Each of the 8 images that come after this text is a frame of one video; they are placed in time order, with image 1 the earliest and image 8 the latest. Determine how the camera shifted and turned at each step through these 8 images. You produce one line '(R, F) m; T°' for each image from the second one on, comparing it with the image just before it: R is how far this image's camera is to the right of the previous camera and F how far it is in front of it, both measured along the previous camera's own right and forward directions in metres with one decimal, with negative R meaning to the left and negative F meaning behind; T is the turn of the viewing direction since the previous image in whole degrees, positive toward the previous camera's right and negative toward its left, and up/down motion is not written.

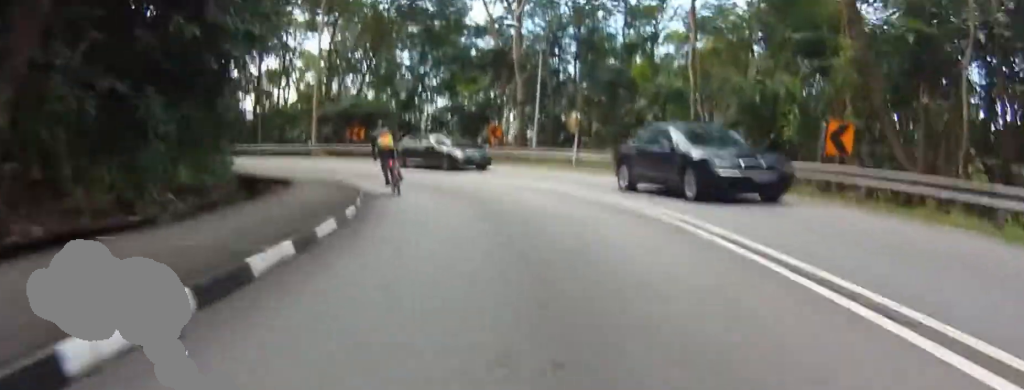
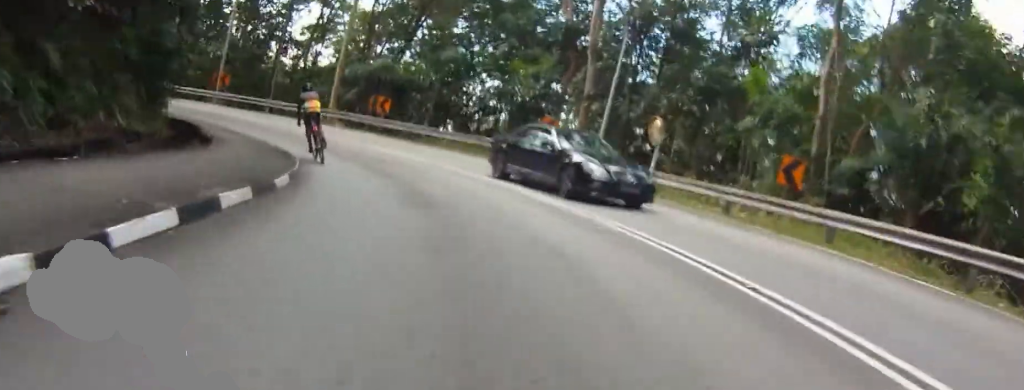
(-0.8, +8.6) m; +2°
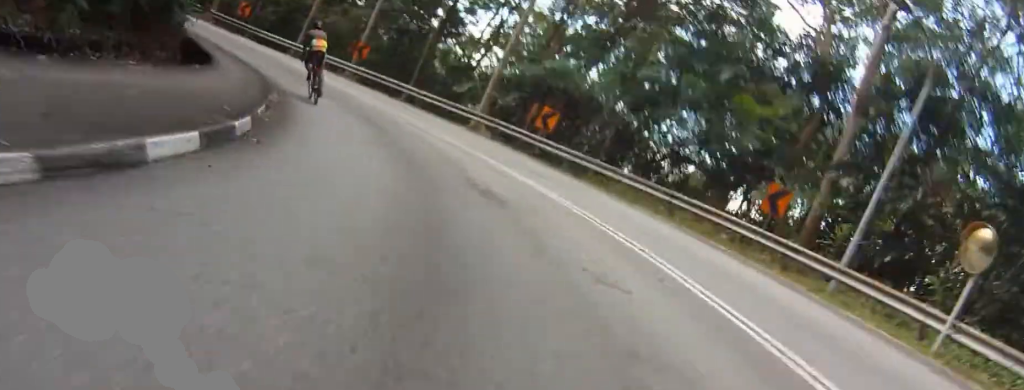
(+1.0, +11.0) m; -2°
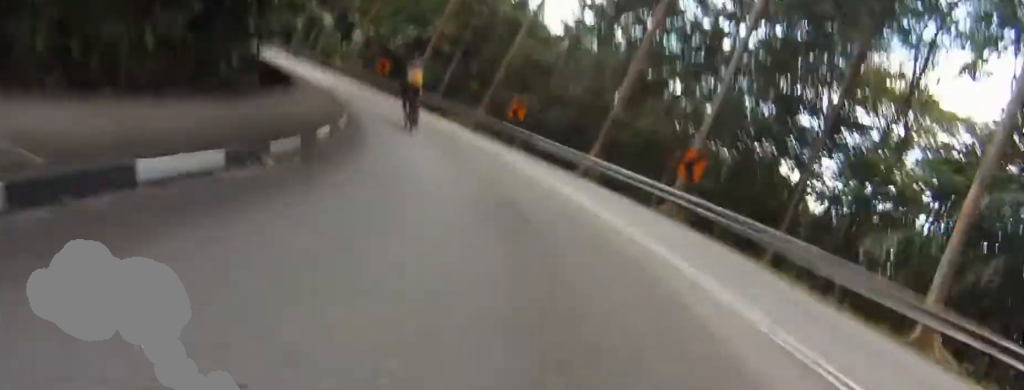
(-1.6, +17.2) m; -7°
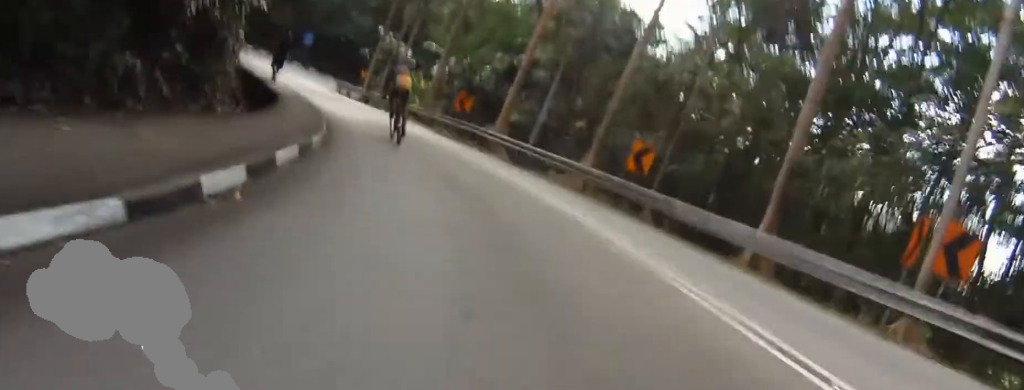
(+0.1, +9.6) m; -1°
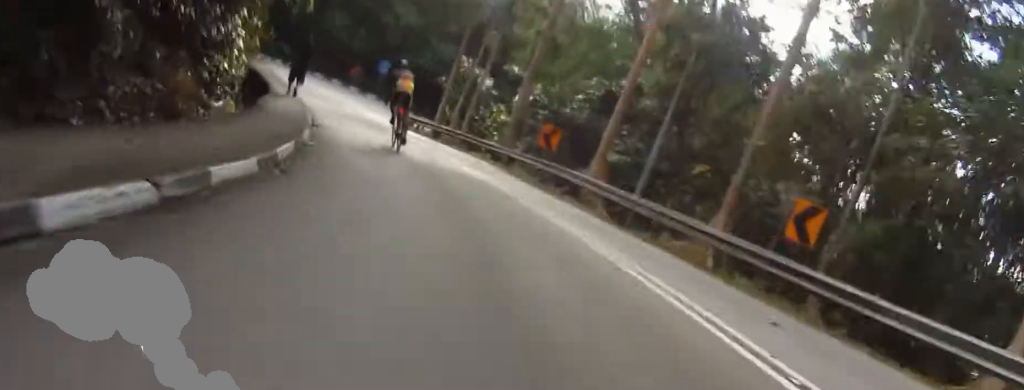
(+0.4, +7.2) m; 0°
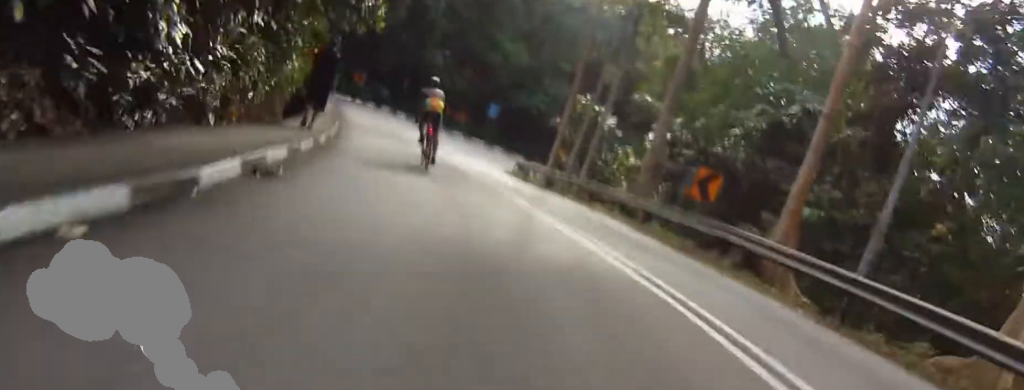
(-0.5, +7.4) m; -2°
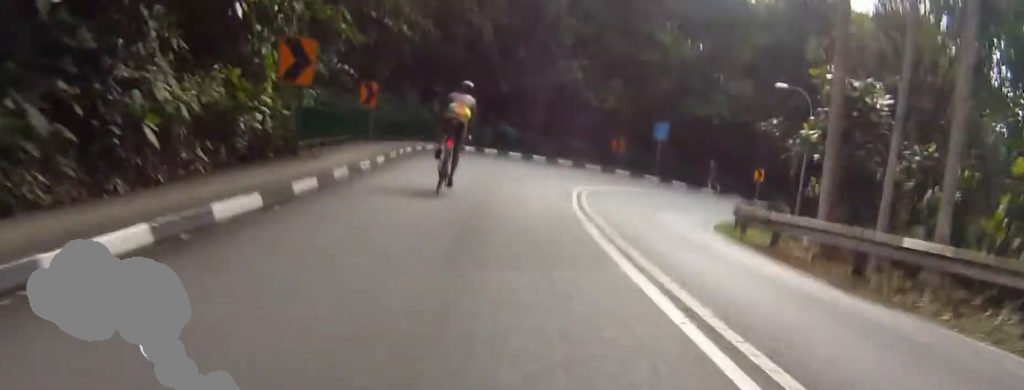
(-0.5, +14.6) m; -6°
